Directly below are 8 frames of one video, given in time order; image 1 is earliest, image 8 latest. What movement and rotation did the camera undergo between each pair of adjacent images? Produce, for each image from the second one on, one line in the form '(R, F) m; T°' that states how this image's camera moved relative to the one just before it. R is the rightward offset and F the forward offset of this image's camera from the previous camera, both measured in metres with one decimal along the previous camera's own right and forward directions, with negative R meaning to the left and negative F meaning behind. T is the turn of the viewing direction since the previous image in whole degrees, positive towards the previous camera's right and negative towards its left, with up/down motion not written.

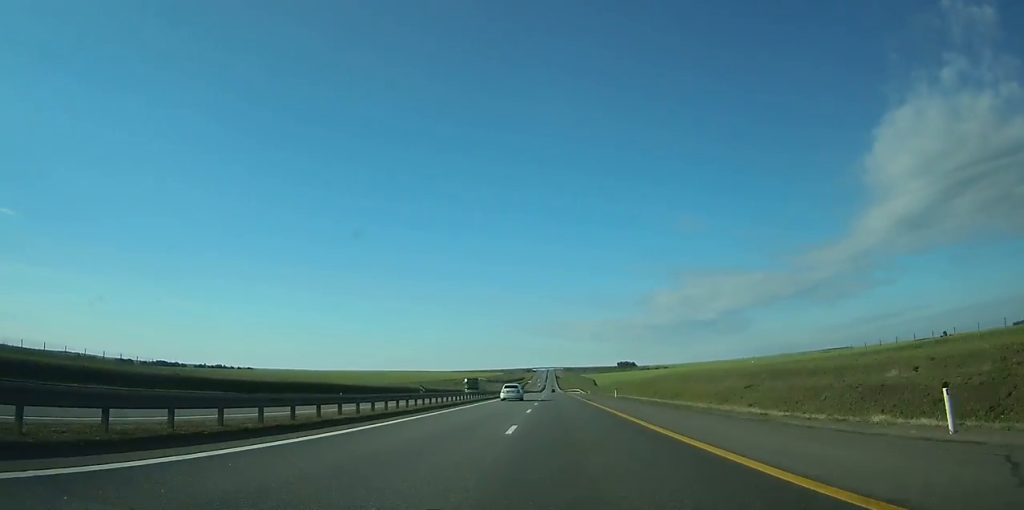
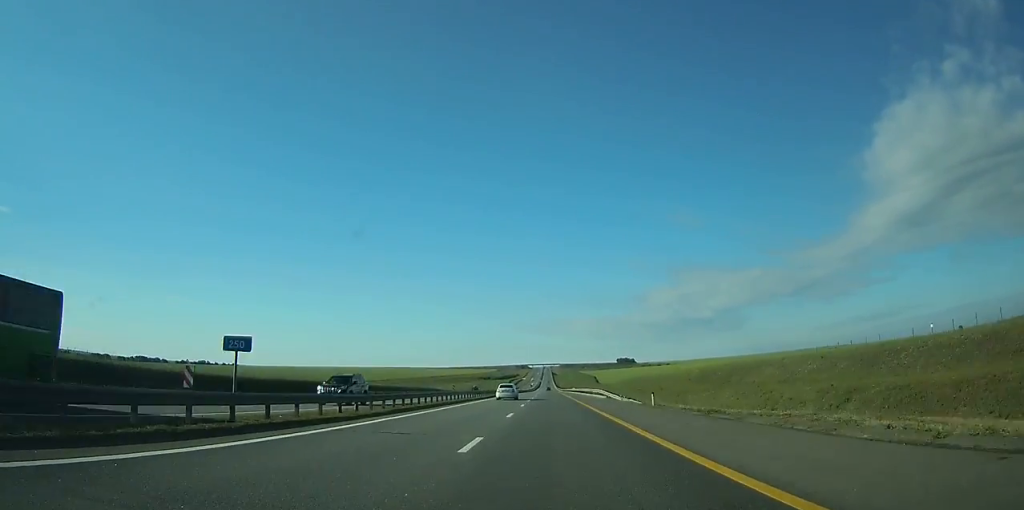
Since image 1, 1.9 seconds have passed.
(0.0, +63.1) m; 0°
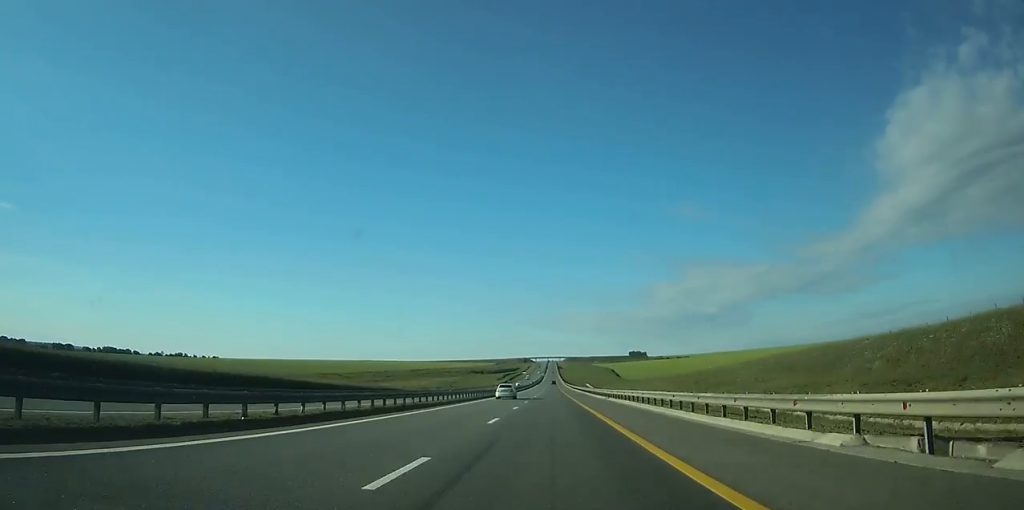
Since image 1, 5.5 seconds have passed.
(0.0, +124.2) m; 0°
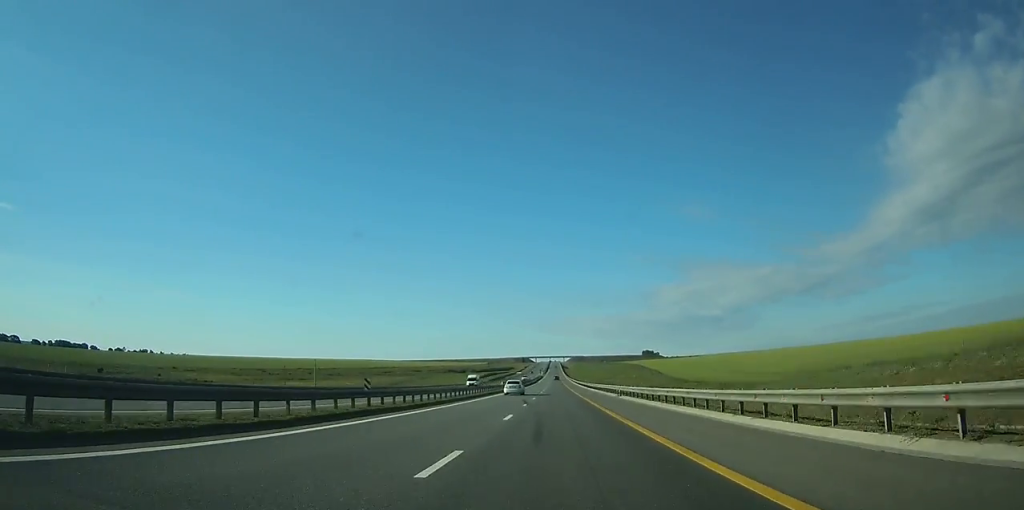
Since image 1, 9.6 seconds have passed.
(-0.3, +140.6) m; 0°
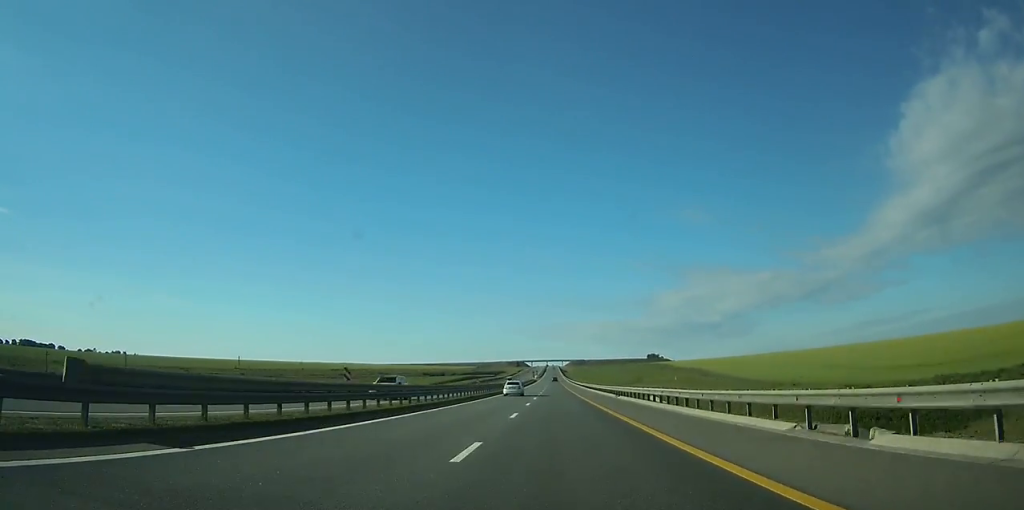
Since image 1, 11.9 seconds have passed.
(+0.1, +82.2) m; 0°
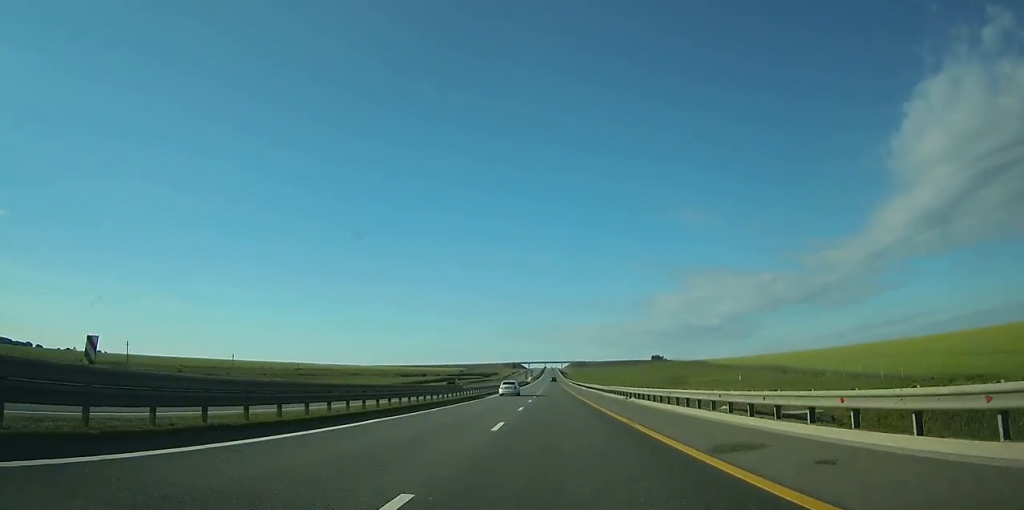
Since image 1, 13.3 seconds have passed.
(+0.1, +53.1) m; 0°
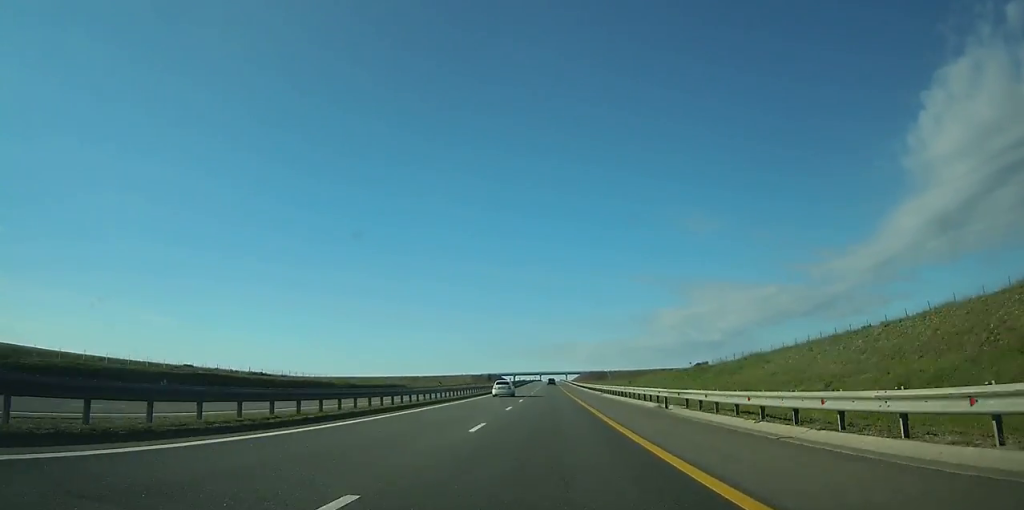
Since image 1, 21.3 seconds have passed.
(-0.7, +300.8) m; 0°
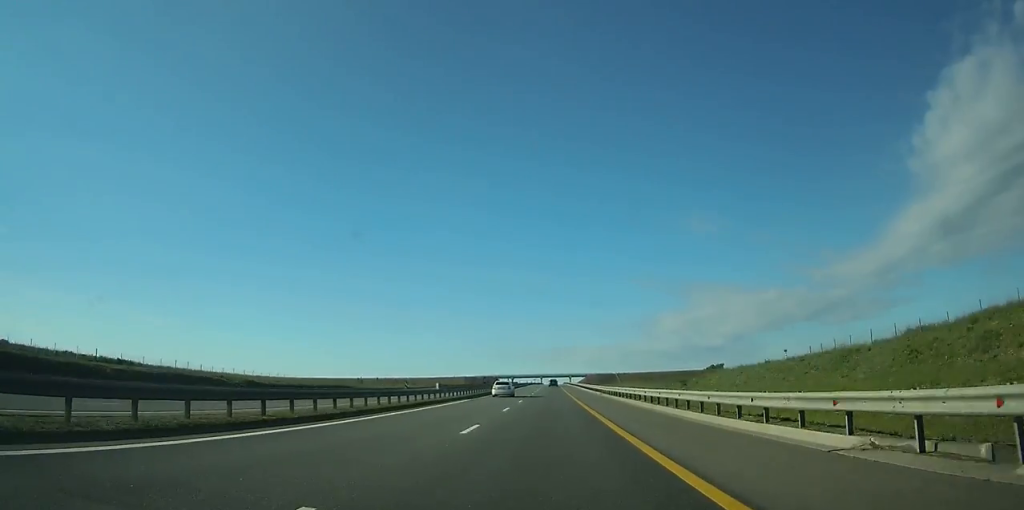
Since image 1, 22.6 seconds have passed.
(0.0, +48.4) m; 0°
